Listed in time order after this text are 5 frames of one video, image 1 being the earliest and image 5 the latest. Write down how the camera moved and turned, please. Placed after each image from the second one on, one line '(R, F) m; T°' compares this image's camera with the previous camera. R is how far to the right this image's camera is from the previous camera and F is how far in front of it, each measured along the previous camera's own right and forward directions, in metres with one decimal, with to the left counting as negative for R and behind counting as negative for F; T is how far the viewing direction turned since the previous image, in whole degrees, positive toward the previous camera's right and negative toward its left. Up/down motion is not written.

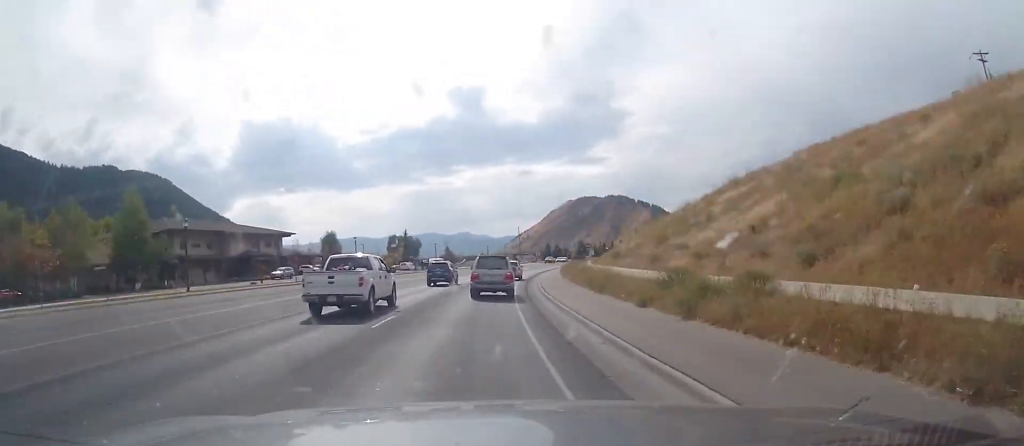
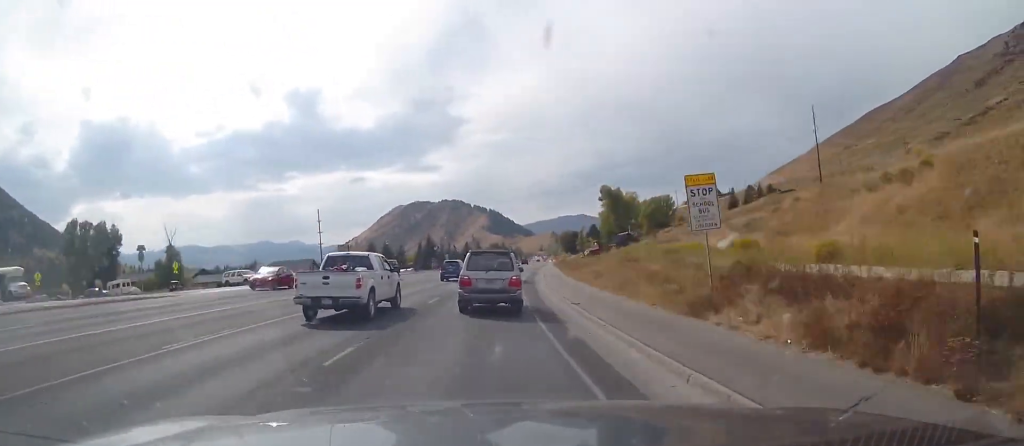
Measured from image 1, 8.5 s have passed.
(+15.7, +115.6) m; +13°
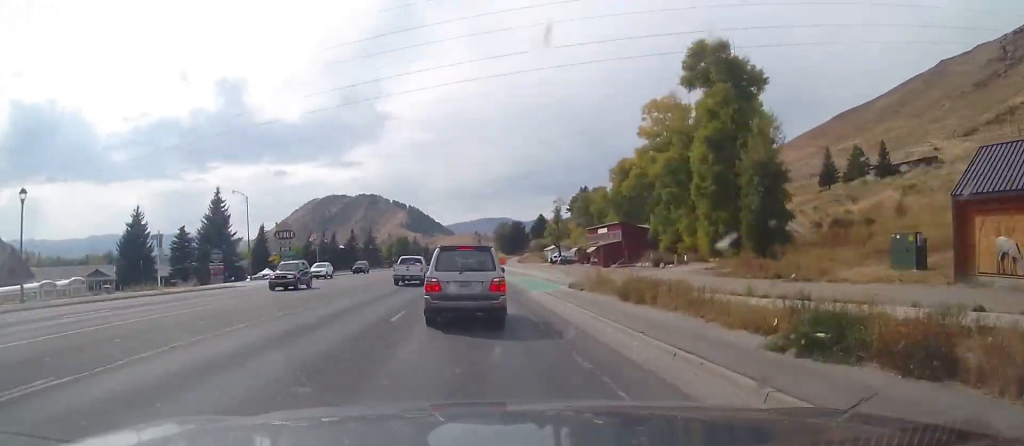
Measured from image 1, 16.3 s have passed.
(+8.8, +96.9) m; +6°
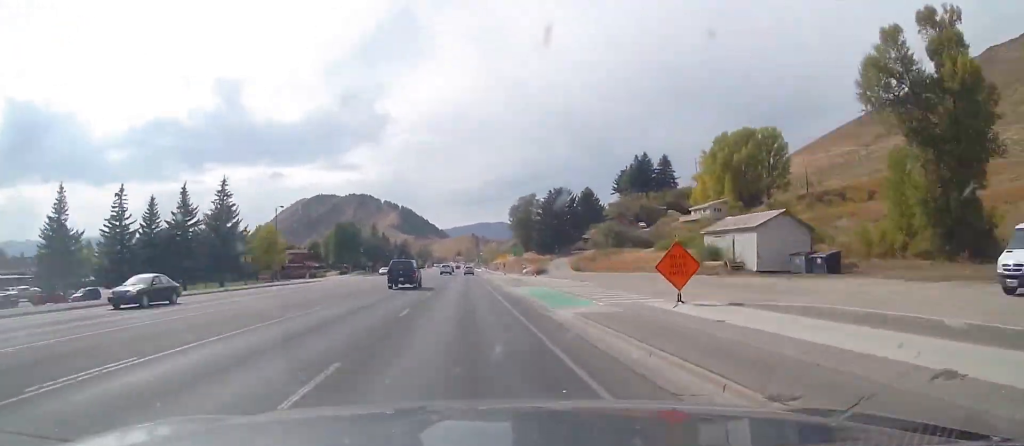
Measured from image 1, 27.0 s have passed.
(+1.7, +136.0) m; 0°
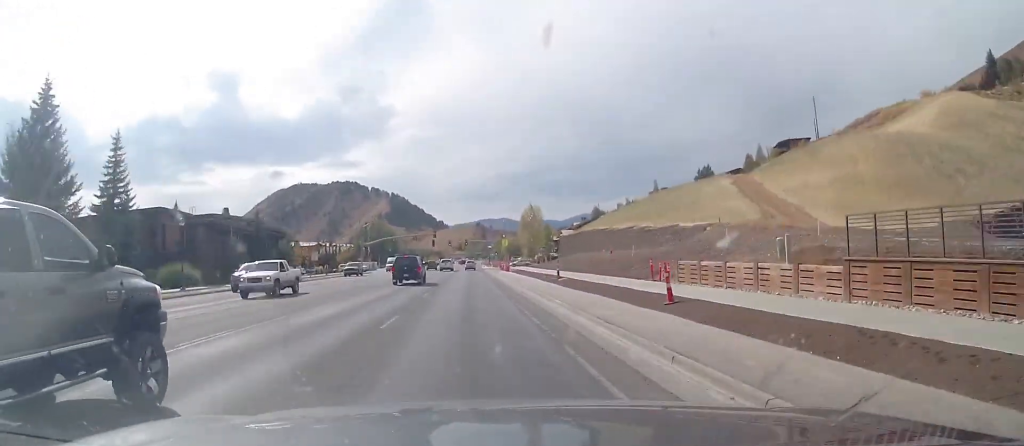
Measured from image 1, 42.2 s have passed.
(-2.7, +228.0) m; -1°
